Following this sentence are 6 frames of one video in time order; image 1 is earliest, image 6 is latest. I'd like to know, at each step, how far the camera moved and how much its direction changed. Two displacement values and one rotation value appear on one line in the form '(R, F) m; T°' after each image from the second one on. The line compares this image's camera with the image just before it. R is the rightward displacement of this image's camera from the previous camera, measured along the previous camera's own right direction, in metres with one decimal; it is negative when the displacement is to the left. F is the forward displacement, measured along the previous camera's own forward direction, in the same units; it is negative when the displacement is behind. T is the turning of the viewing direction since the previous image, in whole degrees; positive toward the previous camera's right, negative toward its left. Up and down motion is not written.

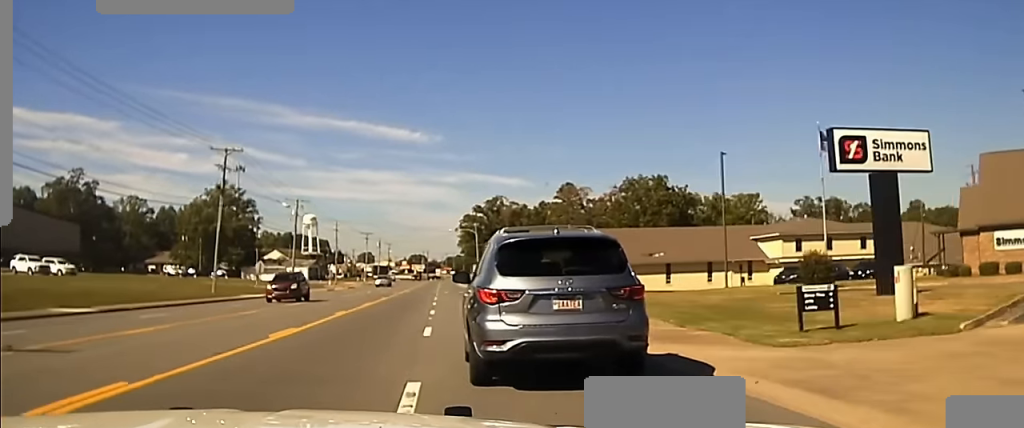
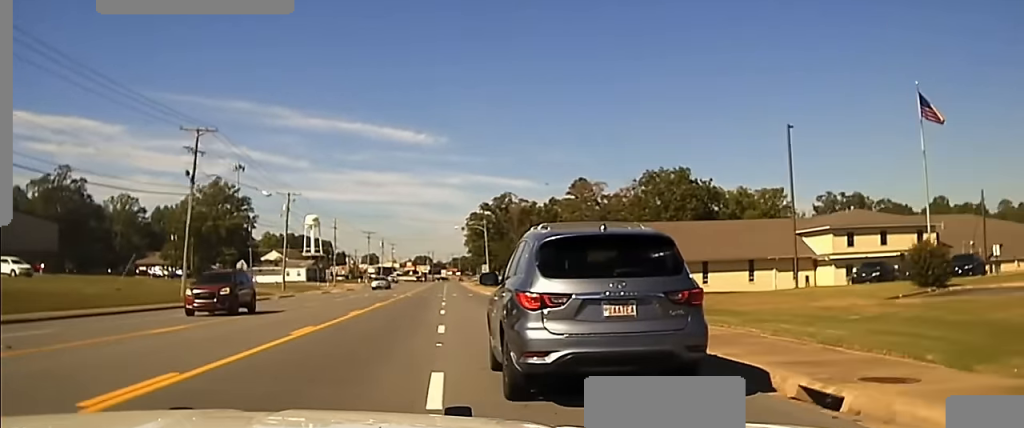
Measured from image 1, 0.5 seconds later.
(0.0, +12.9) m; -1°
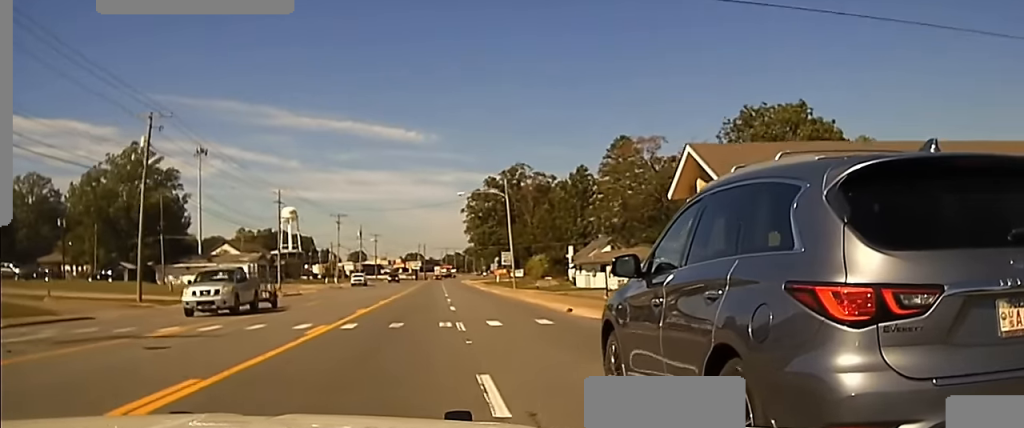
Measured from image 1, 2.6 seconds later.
(-0.1, +53.9) m; +1°
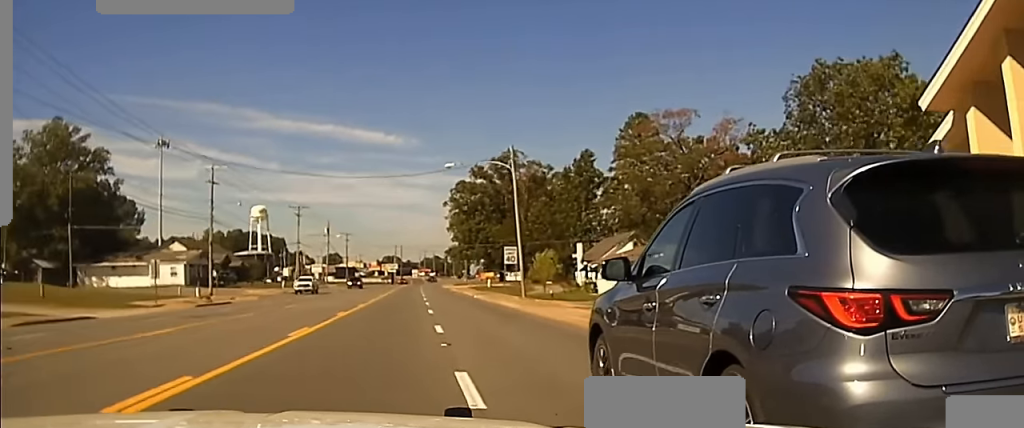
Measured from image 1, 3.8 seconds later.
(+0.1, +24.4) m; +1°
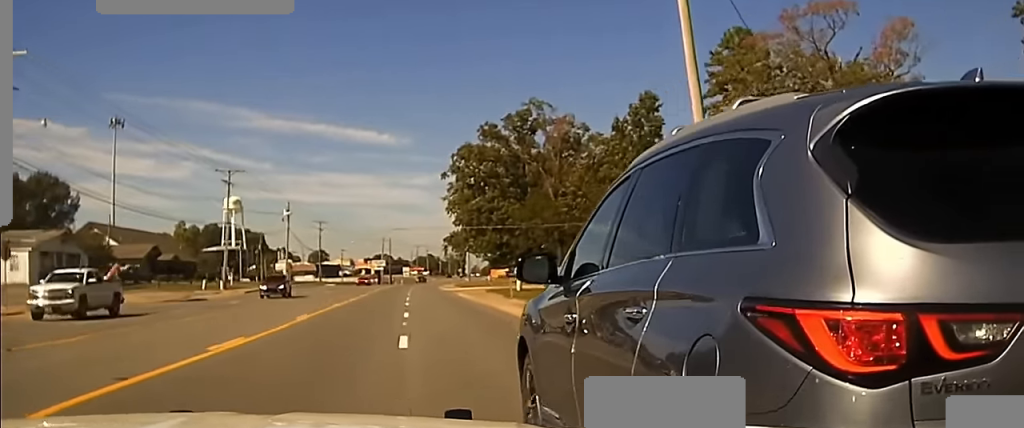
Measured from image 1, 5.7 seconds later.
(-0.3, +37.0) m; -1°
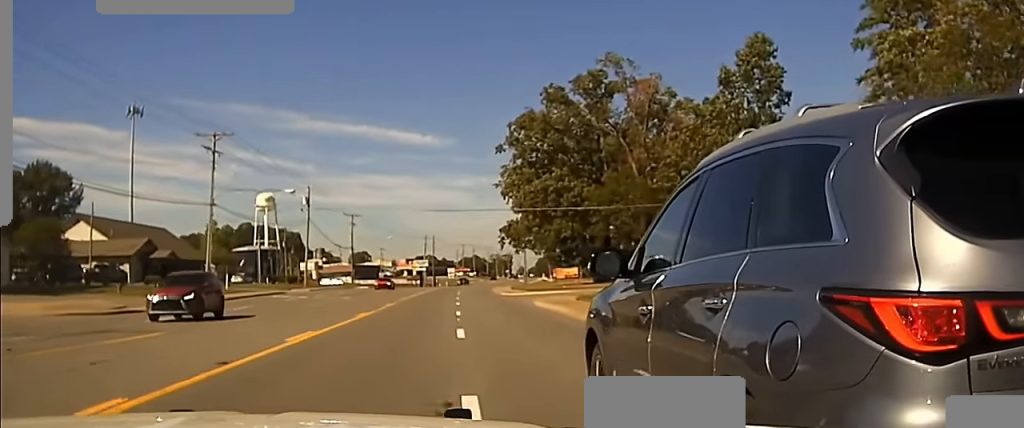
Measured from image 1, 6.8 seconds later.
(+0.1, +19.2) m; 0°
